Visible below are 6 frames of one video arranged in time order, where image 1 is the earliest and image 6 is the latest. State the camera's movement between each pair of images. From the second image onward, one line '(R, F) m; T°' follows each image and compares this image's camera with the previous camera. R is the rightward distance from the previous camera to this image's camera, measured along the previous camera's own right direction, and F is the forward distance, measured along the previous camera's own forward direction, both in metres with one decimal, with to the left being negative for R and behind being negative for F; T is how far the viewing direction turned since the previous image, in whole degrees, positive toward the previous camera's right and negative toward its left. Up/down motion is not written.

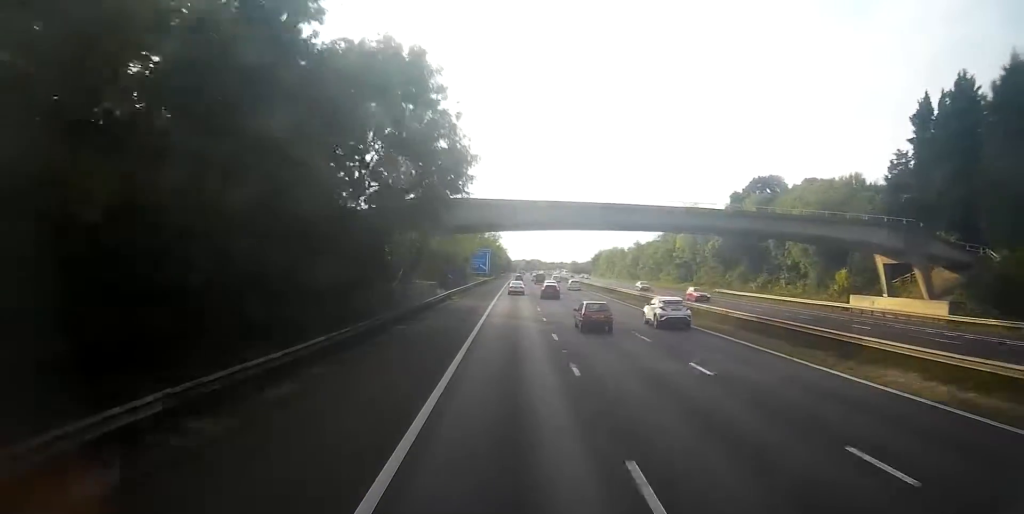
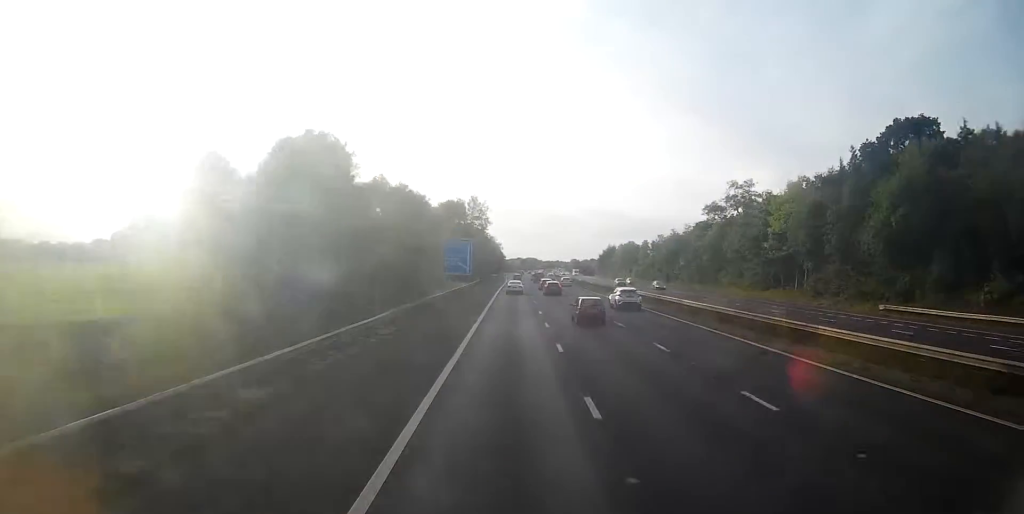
(0.0, +48.4) m; 0°
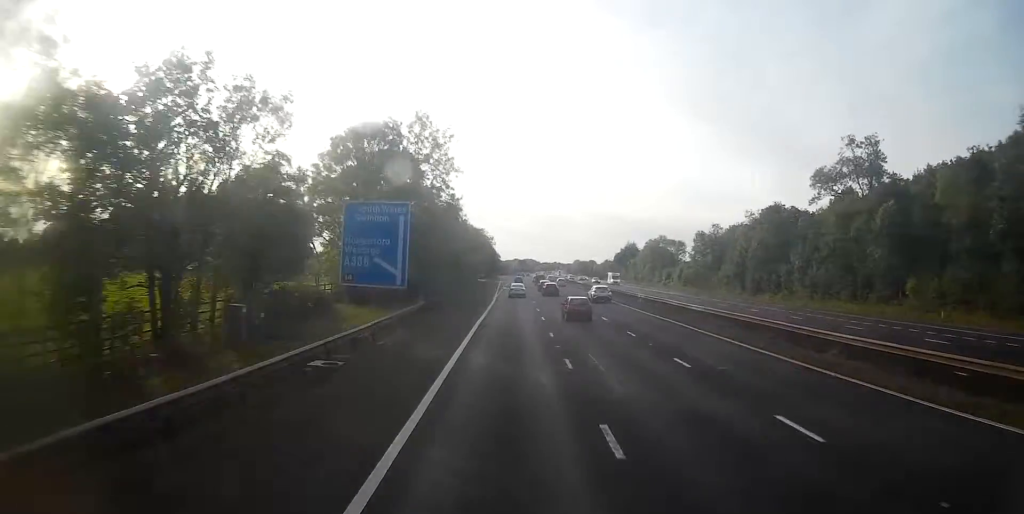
(+0.6, +55.7) m; +1°
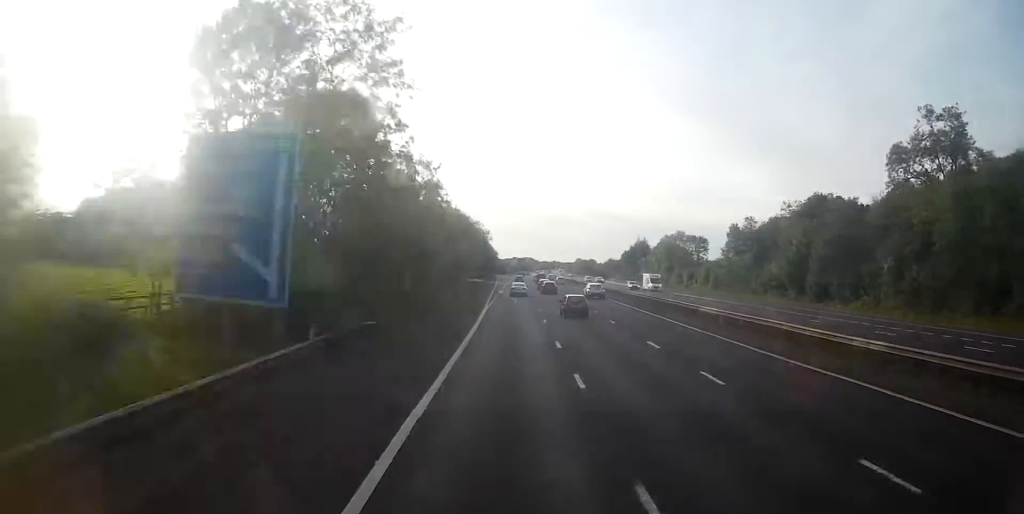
(-0.1, +20.9) m; 0°
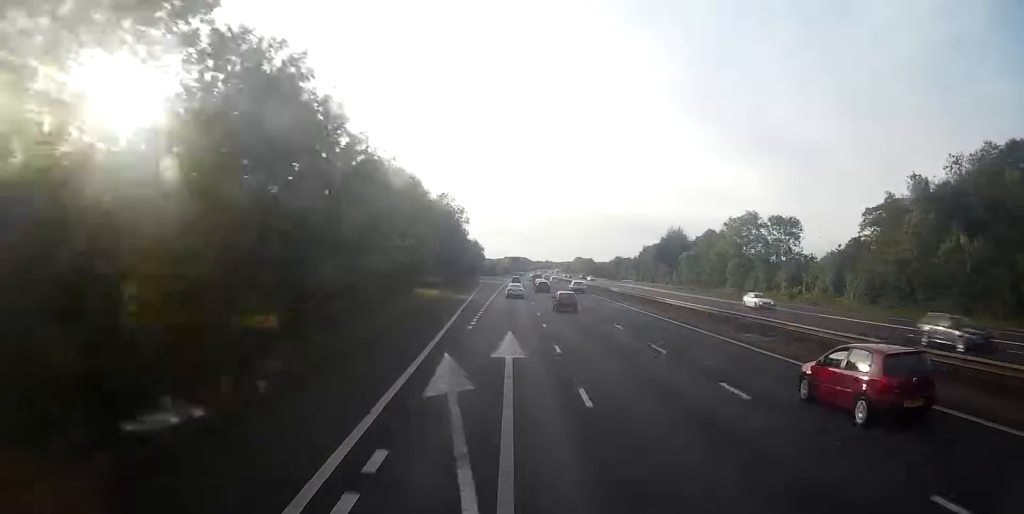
(+0.5, +55.6) m; +1°
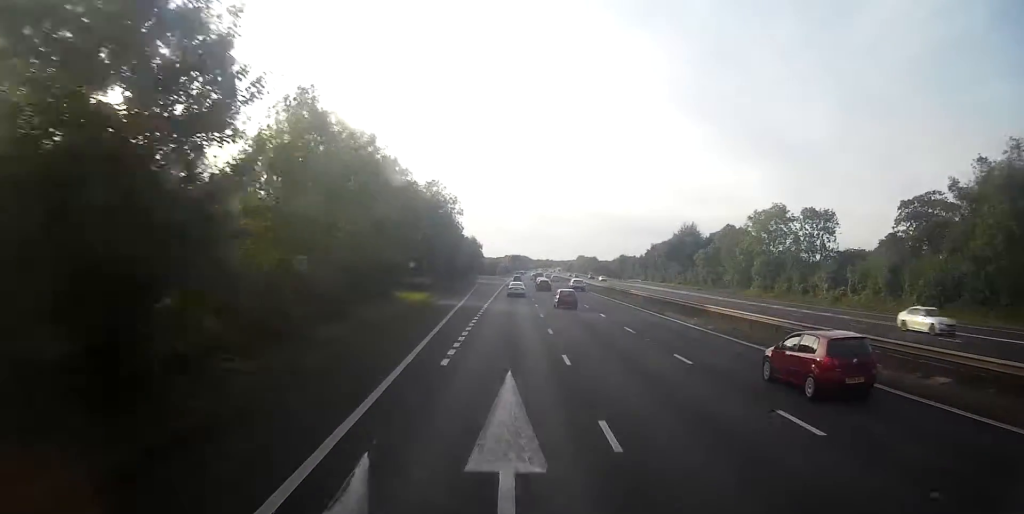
(0.0, +11.9) m; 0°
